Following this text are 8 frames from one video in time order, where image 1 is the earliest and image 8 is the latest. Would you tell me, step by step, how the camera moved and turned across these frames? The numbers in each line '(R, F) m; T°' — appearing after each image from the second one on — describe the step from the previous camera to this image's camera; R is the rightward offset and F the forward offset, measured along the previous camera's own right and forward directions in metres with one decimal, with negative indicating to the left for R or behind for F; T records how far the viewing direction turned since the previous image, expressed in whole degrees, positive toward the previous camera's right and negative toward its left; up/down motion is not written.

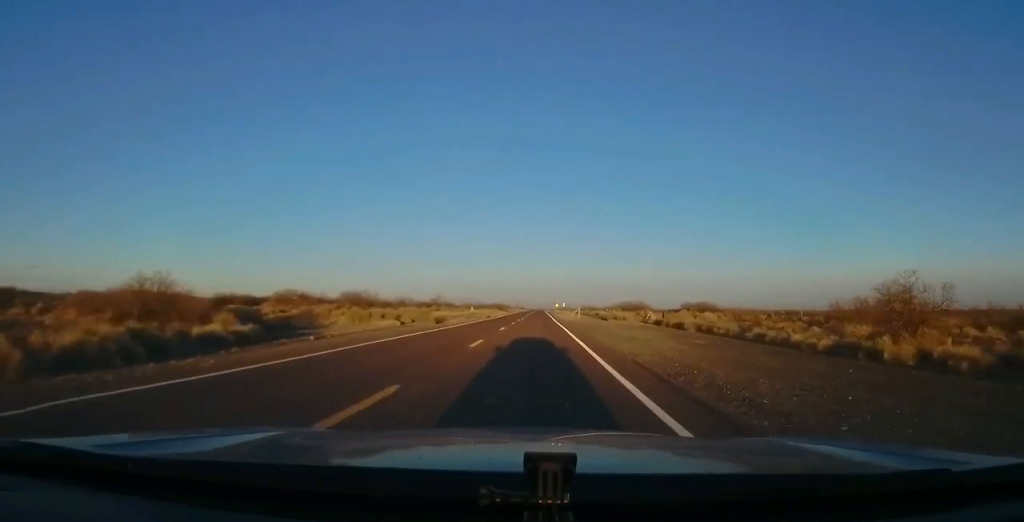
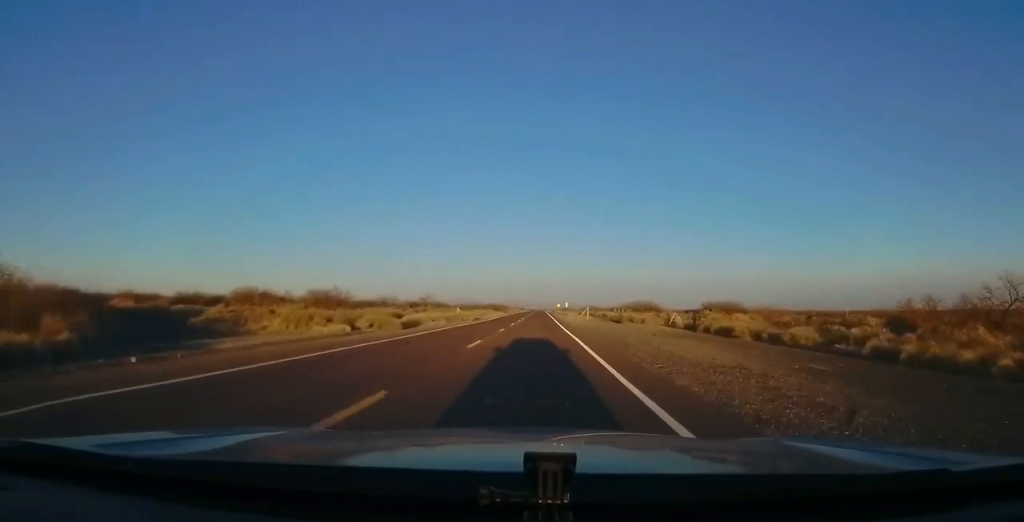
(-0.1, +12.7) m; 0°
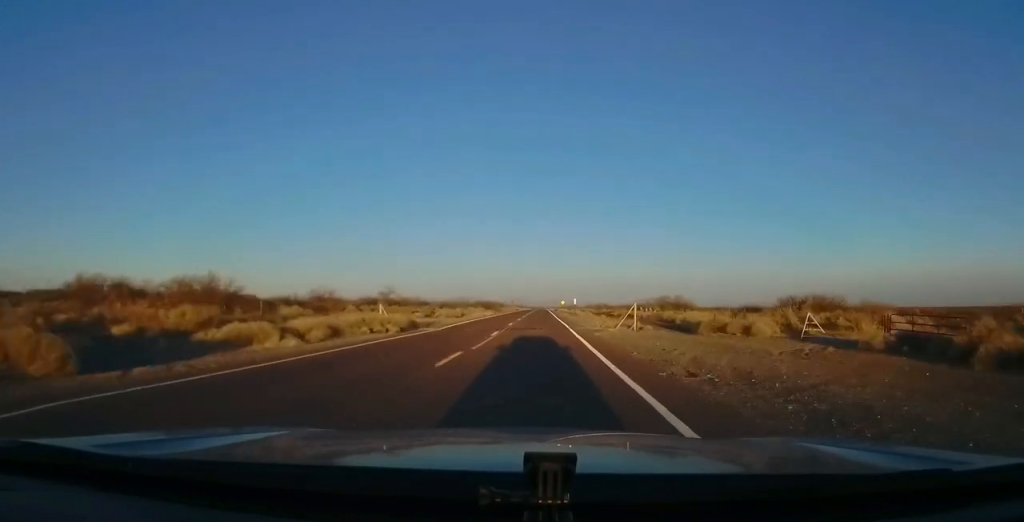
(+0.1, +29.3) m; +1°
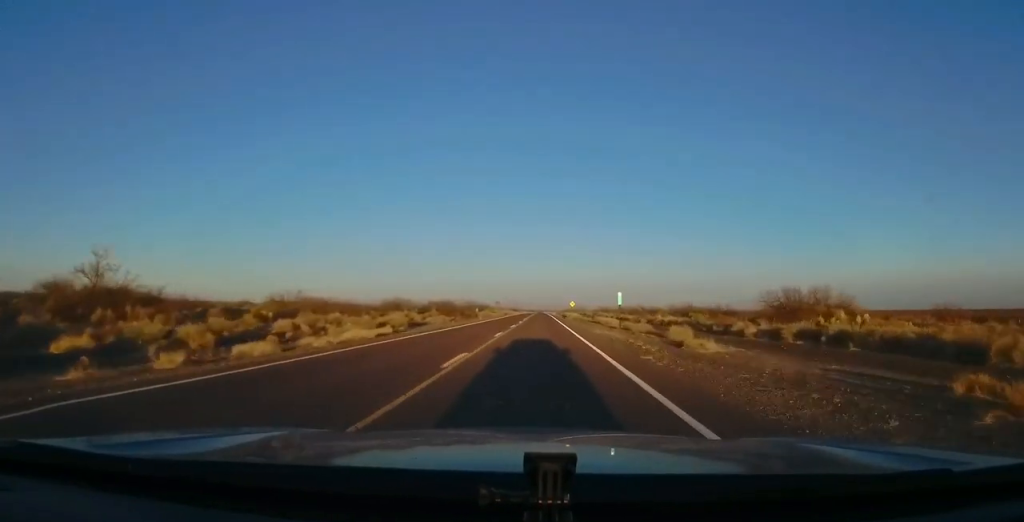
(-1.0, +60.6) m; -1°
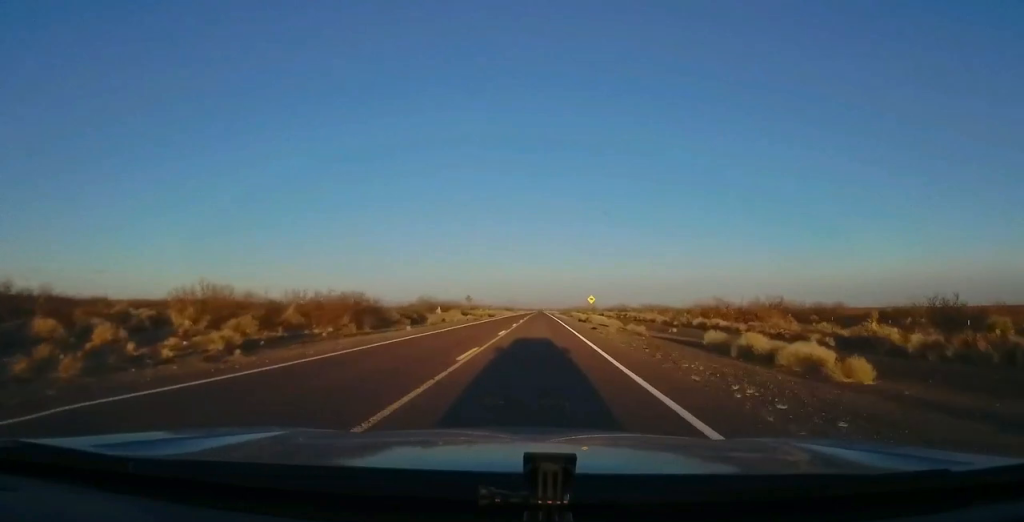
(+0.8, +46.3) m; +1°
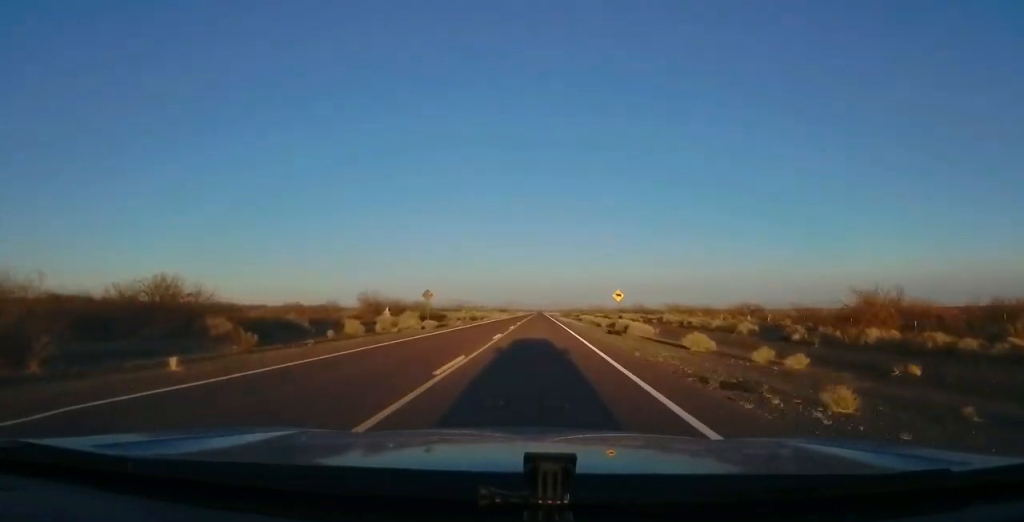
(+0.2, +26.7) m; 0°
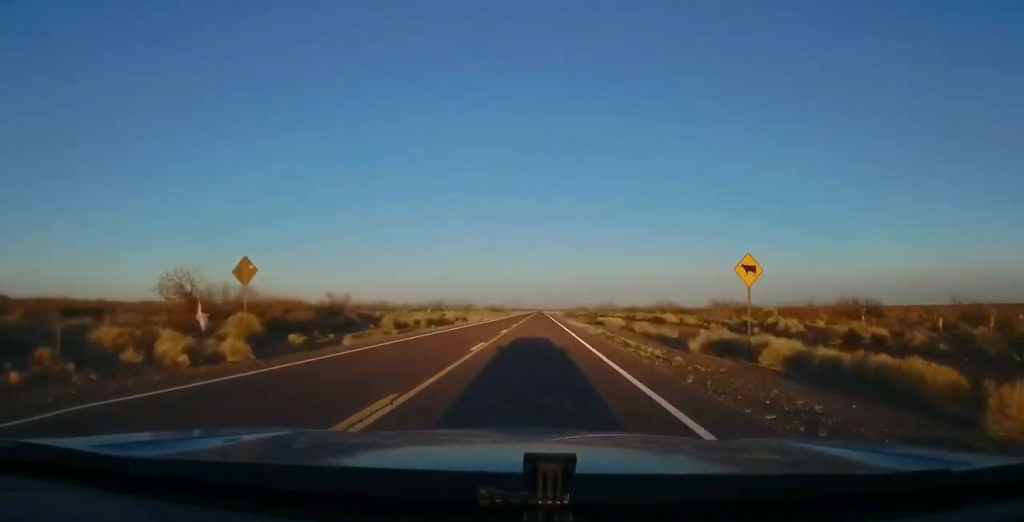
(-0.2, +30.5) m; -1°
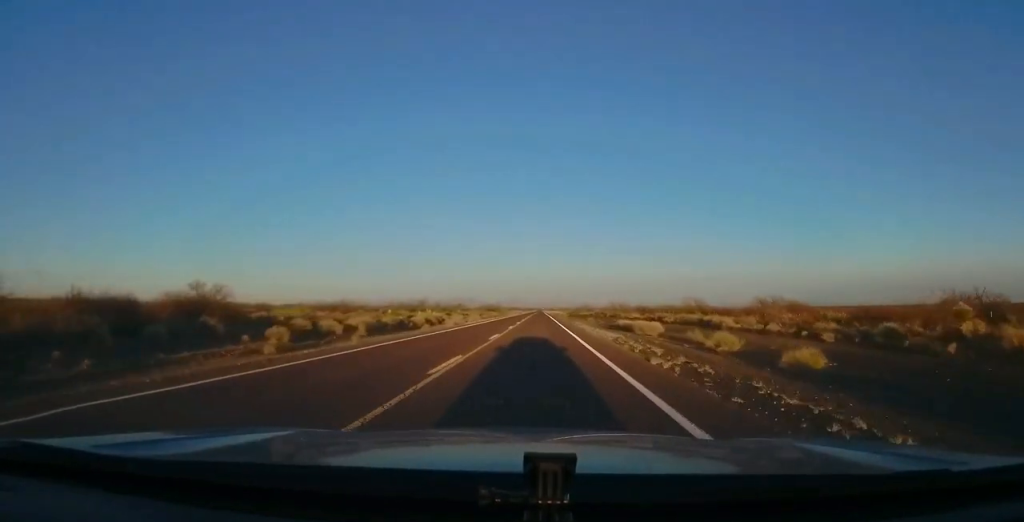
(-0.1, +17.7) m; 0°
